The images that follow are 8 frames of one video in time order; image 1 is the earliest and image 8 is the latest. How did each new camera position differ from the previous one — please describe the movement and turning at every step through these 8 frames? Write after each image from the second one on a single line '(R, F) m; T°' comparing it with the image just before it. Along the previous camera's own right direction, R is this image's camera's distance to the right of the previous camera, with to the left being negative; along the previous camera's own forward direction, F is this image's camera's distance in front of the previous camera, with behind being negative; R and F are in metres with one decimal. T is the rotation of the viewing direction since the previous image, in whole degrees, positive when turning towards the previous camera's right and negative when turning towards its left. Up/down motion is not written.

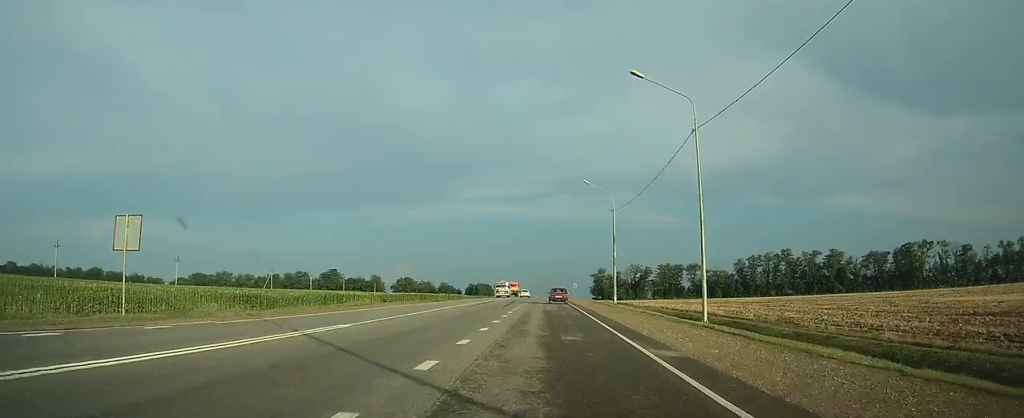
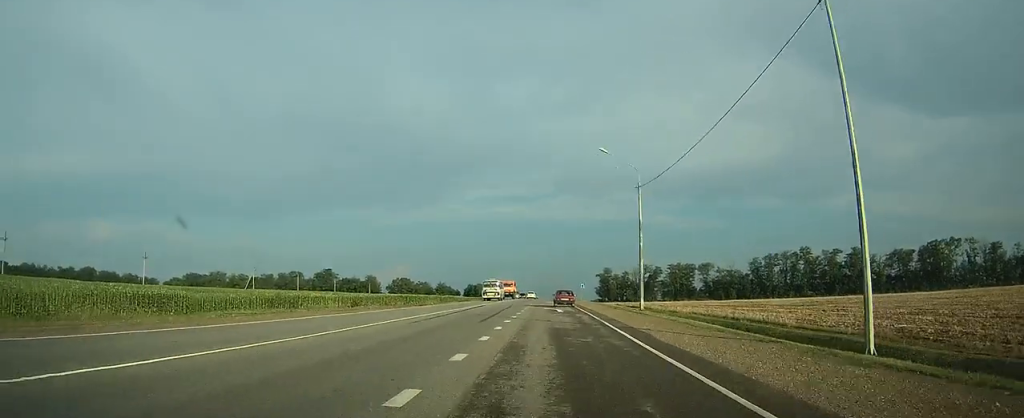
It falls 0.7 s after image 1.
(0.0, +14.3) m; 0°
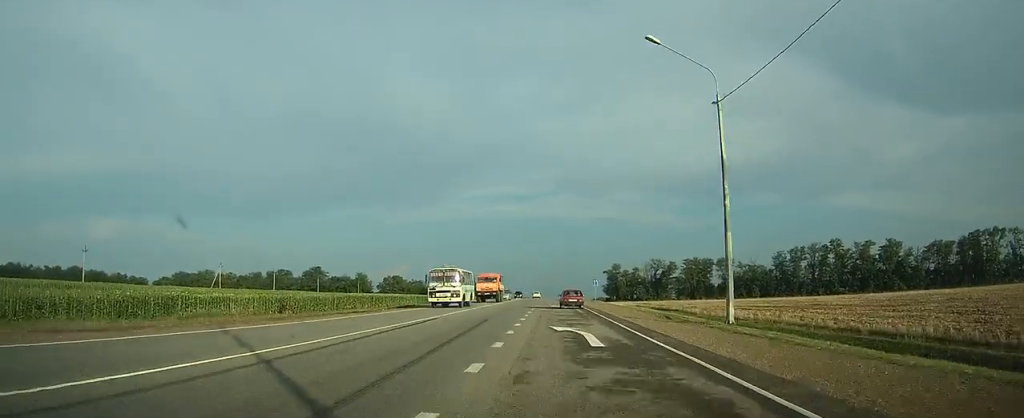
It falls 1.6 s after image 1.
(+0.1, +21.0) m; -1°
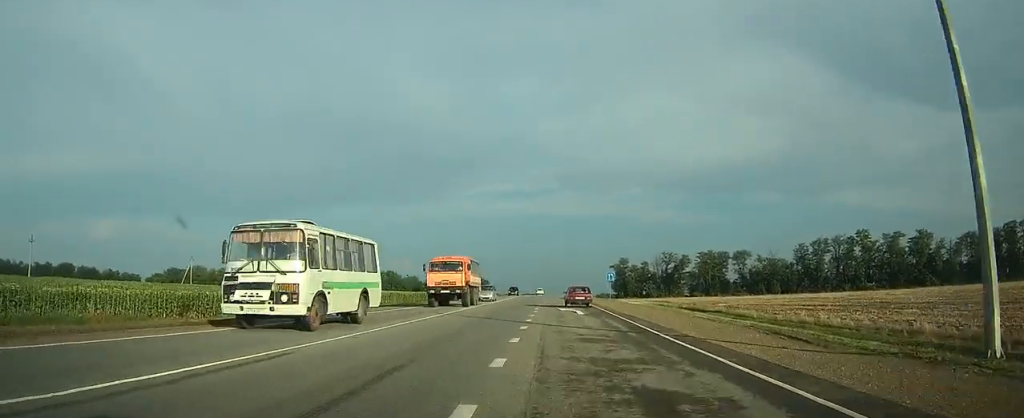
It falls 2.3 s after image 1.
(-0.2, +15.4) m; -1°
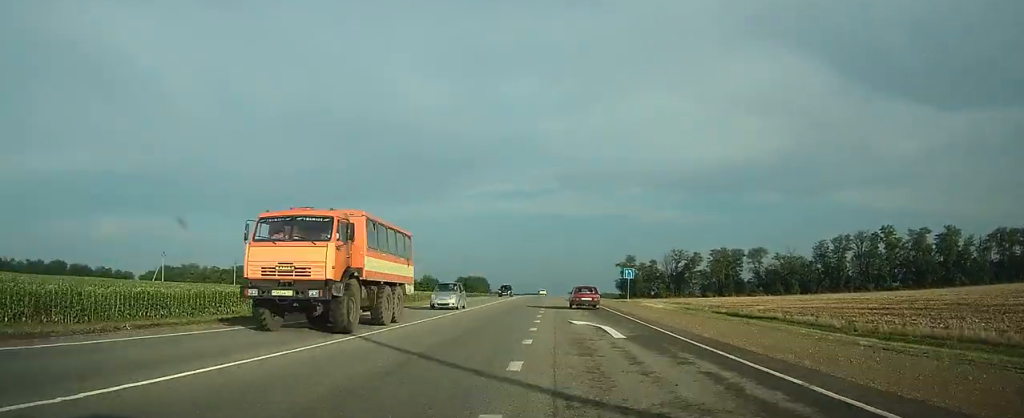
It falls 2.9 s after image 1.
(-0.1, +12.5) m; 0°
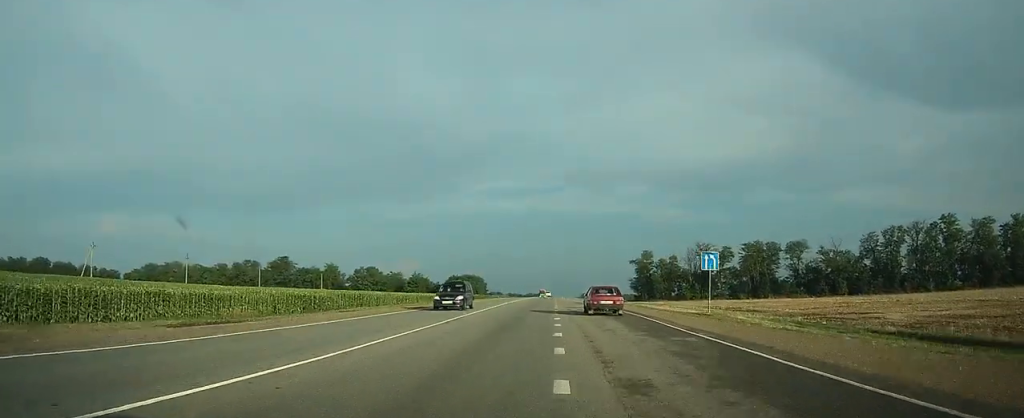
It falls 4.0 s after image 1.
(-0.1, +25.2) m; -1°
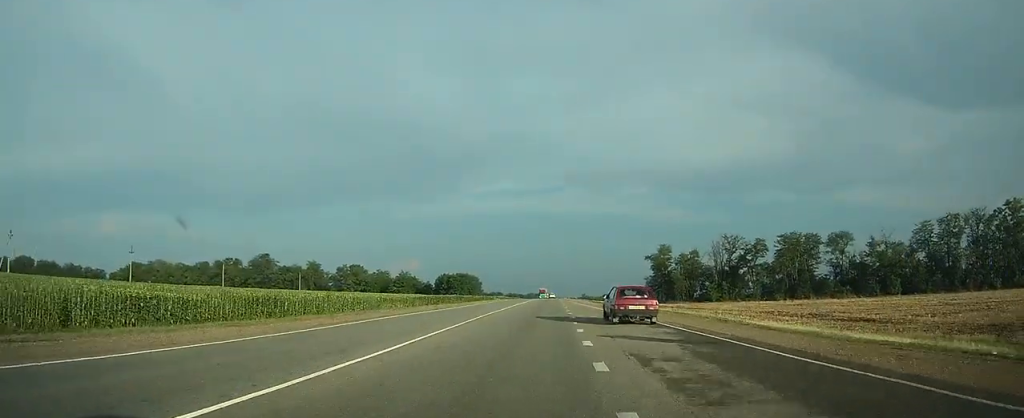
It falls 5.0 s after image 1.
(-0.1, +21.8) m; 0°
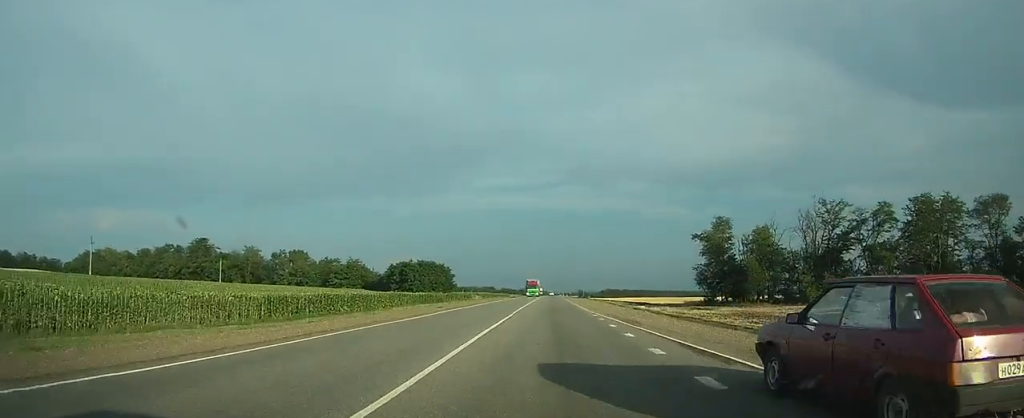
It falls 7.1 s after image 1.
(0.0, +49.4) m; 0°
